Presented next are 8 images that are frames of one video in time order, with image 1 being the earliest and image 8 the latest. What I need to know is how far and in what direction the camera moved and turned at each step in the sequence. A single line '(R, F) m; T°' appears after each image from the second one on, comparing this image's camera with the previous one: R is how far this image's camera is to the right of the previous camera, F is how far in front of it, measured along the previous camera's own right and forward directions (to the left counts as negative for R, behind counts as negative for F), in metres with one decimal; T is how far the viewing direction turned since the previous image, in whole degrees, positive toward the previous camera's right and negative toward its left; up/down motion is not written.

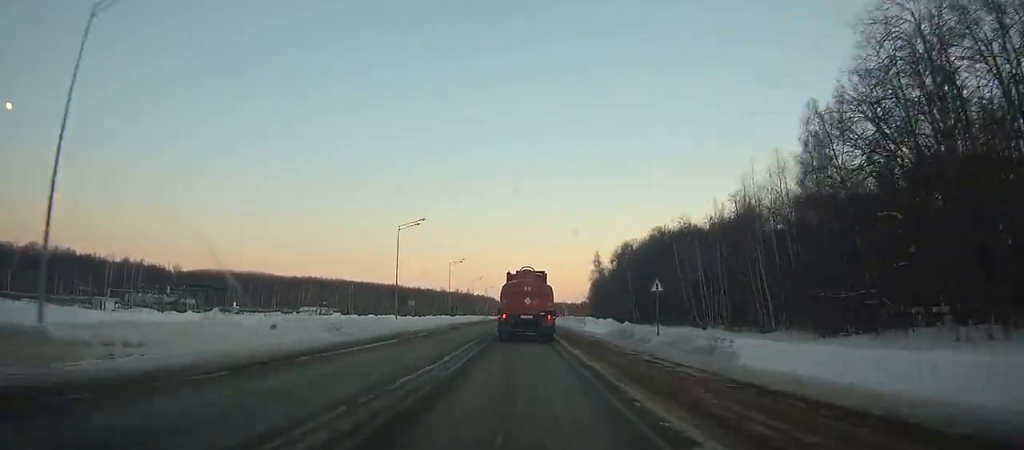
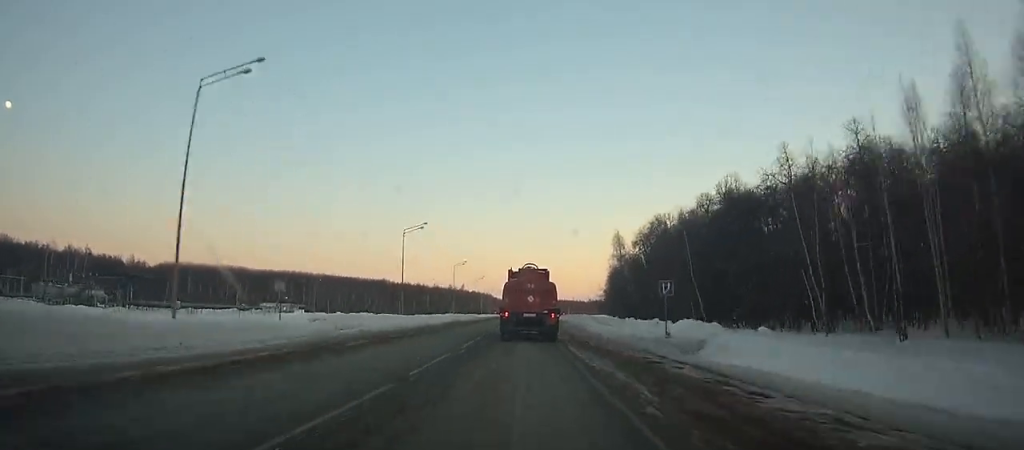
(0.0, +41.1) m; 0°
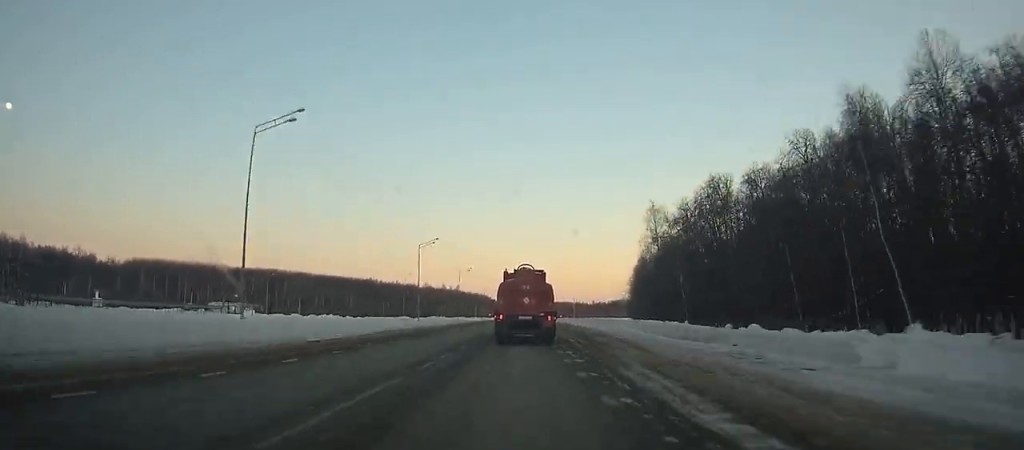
(0.0, +38.7) m; 0°
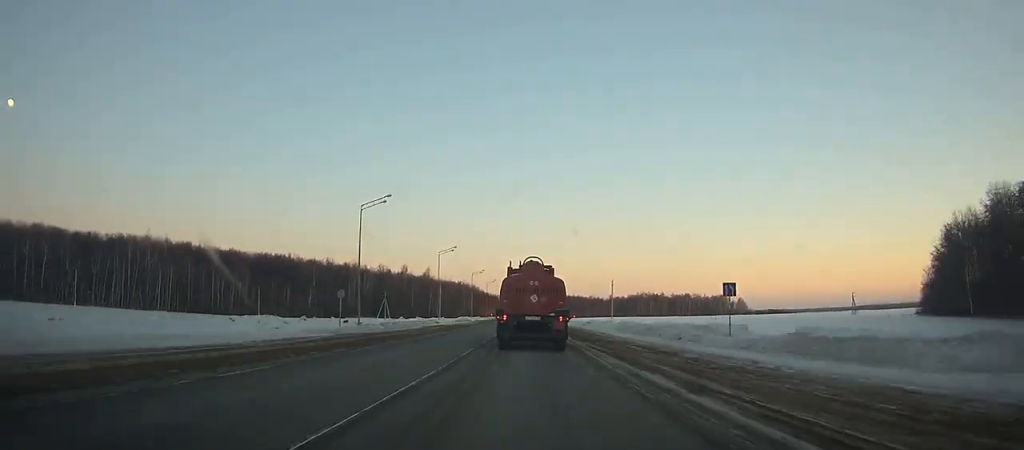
(+0.7, +138.3) m; 0°
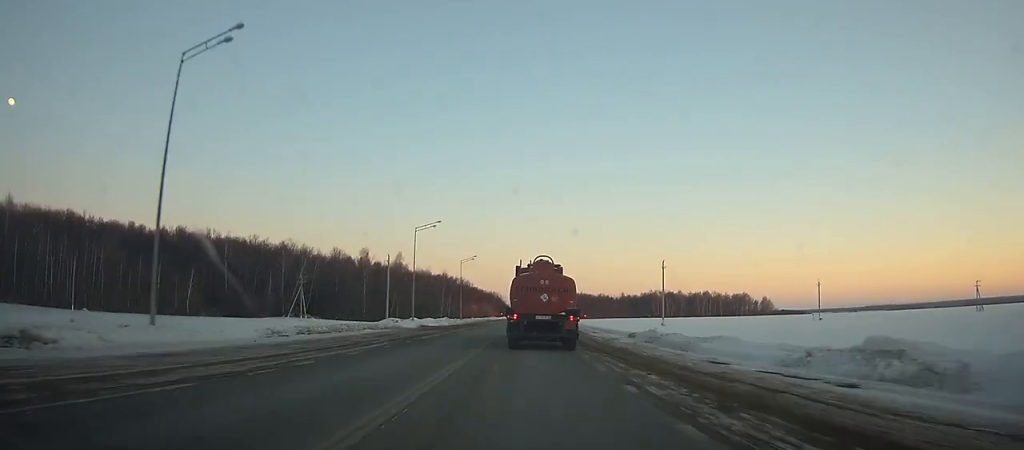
(0.0, +71.1) m; 0°
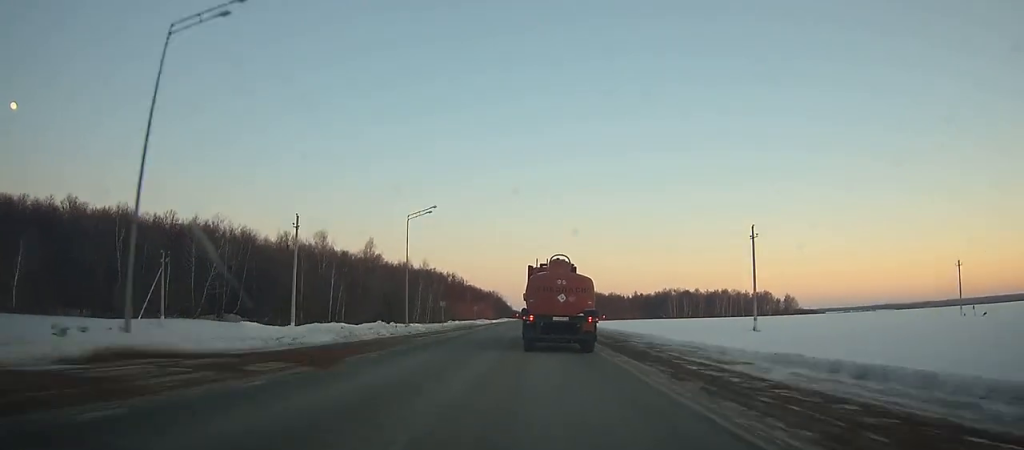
(0.0, +47.9) m; 0°
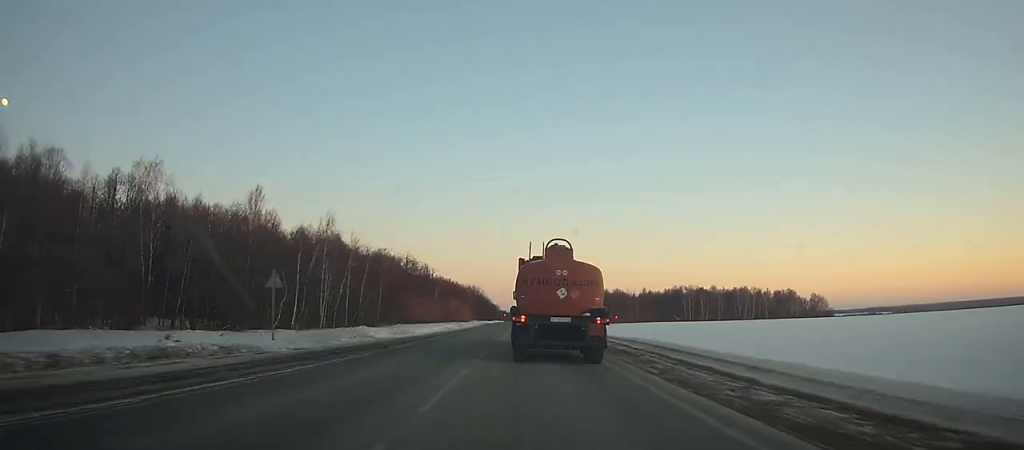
(+0.1, +72.9) m; 0°
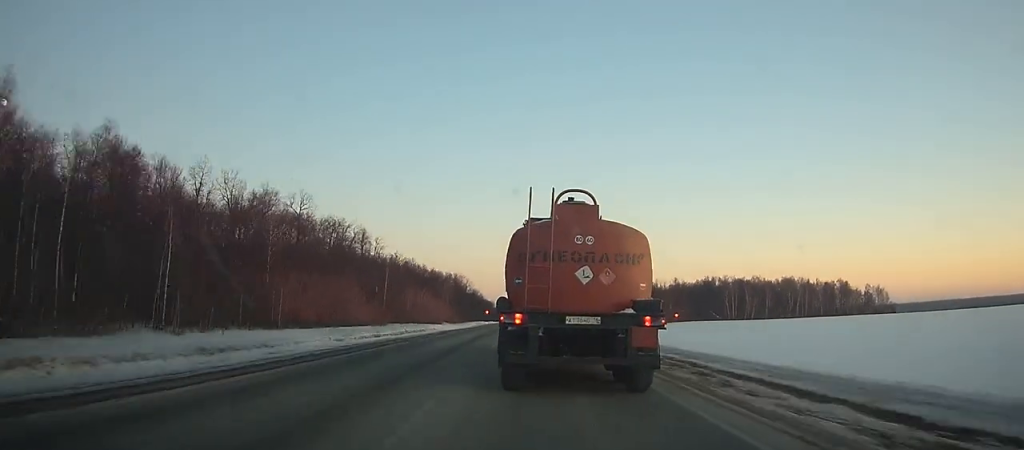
(-0.2, +80.9) m; 0°
